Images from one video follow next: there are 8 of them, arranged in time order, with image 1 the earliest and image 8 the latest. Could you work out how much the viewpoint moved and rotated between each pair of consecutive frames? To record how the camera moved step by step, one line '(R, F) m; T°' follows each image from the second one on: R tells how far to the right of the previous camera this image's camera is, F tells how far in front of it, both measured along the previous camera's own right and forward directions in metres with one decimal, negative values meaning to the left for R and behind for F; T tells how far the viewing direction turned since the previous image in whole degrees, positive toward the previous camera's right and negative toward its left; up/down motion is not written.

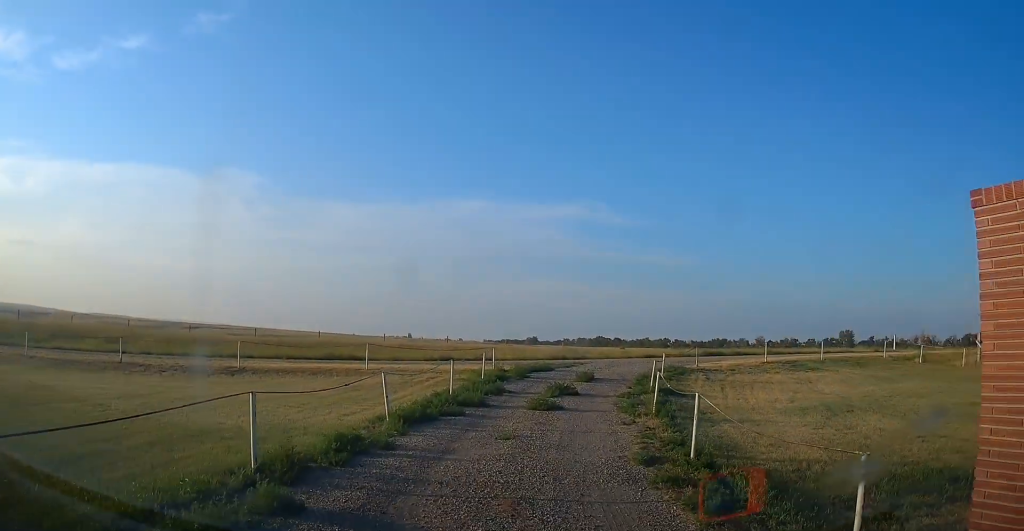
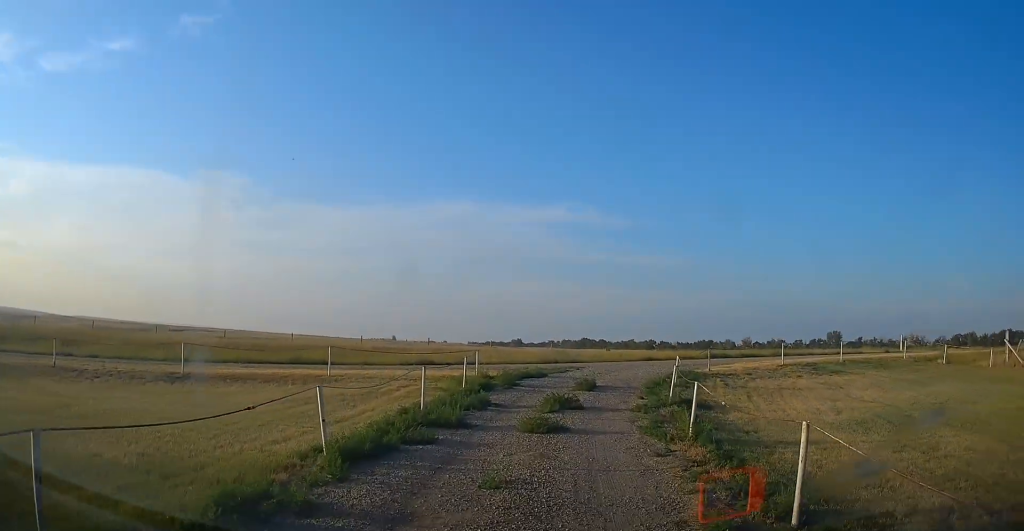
(+0.1, +3.6) m; +4°
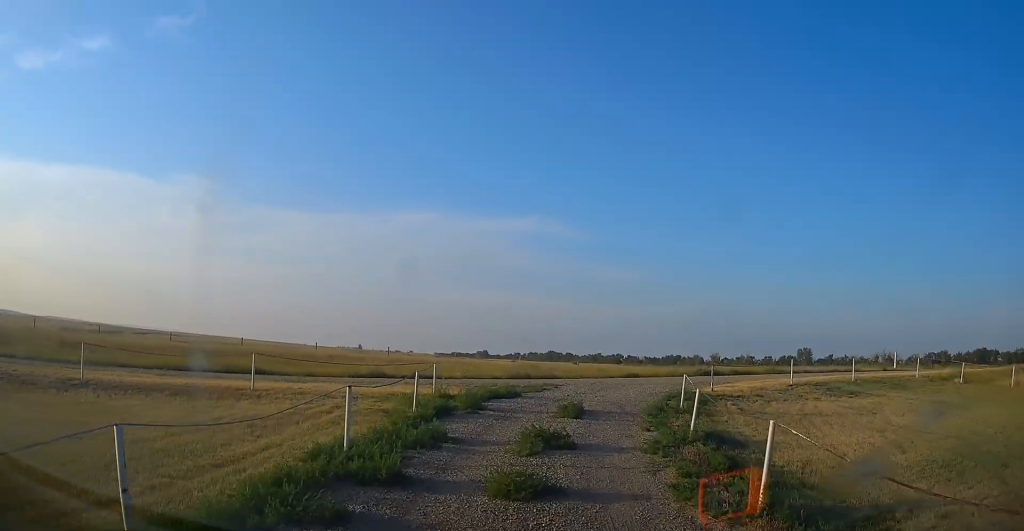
(+0.3, +4.1) m; +2°
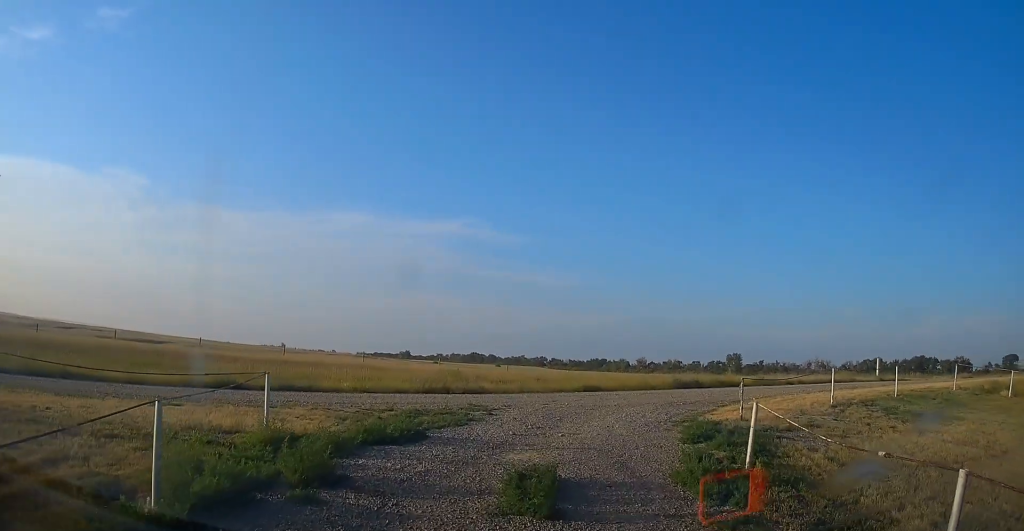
(0.0, +8.5) m; +1°
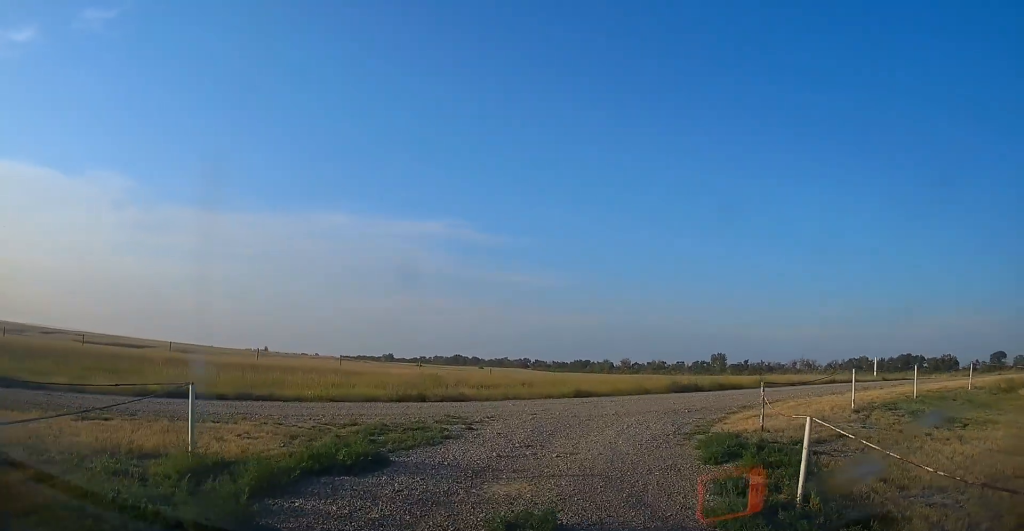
(-0.1, +2.1) m; +1°
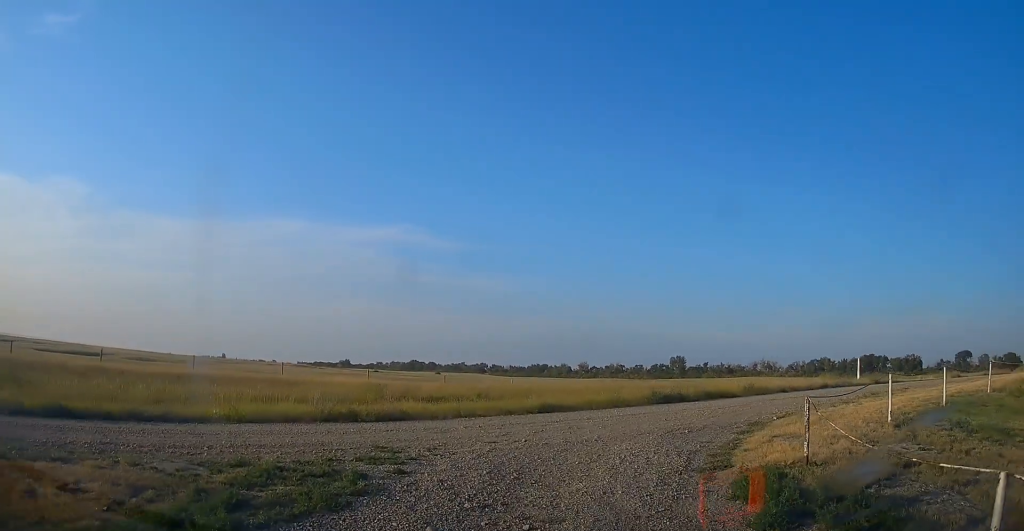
(0.0, +3.4) m; +5°
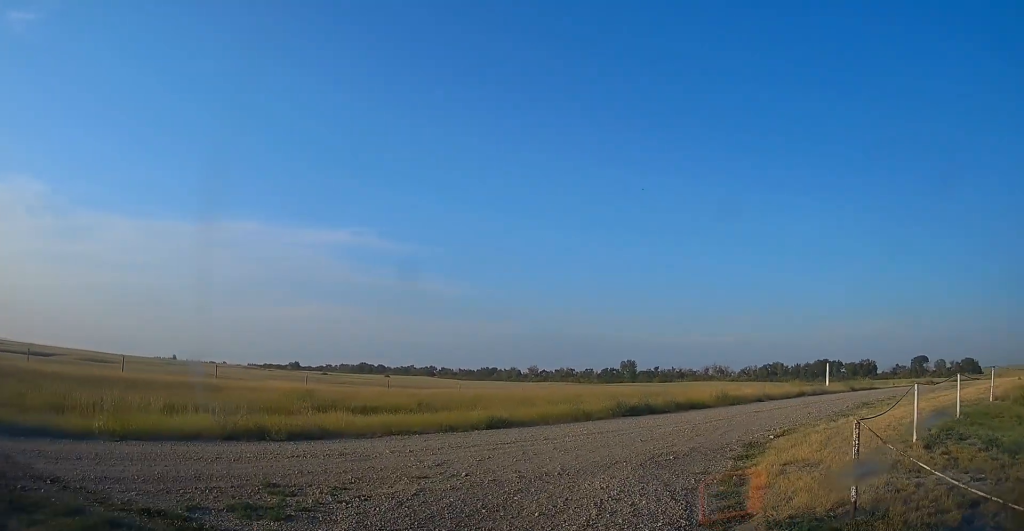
(+0.2, +2.0) m; +6°
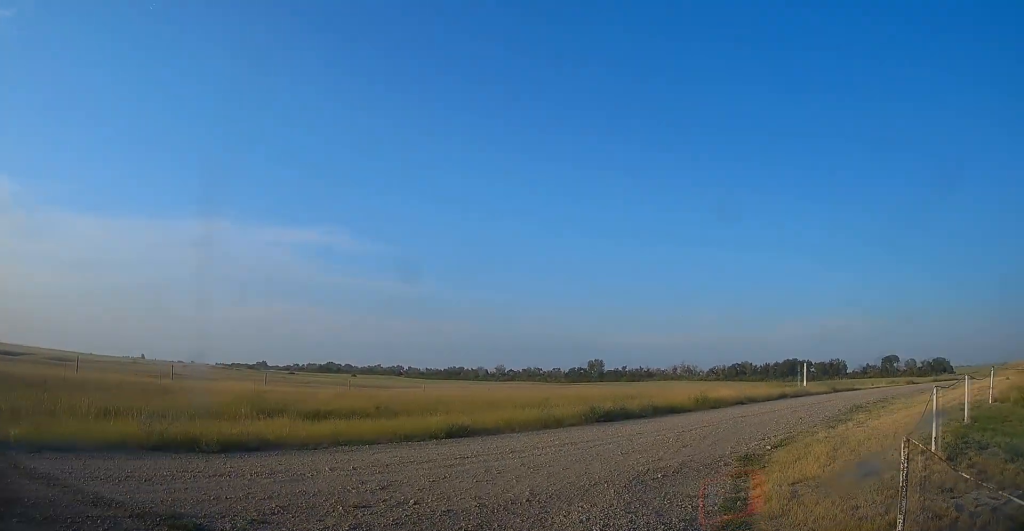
(0.0, +0.7) m; 0°
